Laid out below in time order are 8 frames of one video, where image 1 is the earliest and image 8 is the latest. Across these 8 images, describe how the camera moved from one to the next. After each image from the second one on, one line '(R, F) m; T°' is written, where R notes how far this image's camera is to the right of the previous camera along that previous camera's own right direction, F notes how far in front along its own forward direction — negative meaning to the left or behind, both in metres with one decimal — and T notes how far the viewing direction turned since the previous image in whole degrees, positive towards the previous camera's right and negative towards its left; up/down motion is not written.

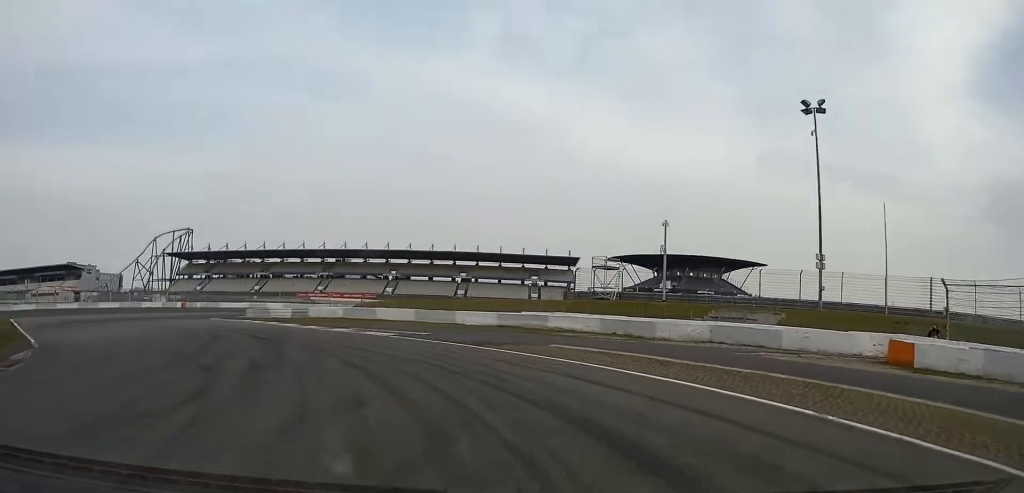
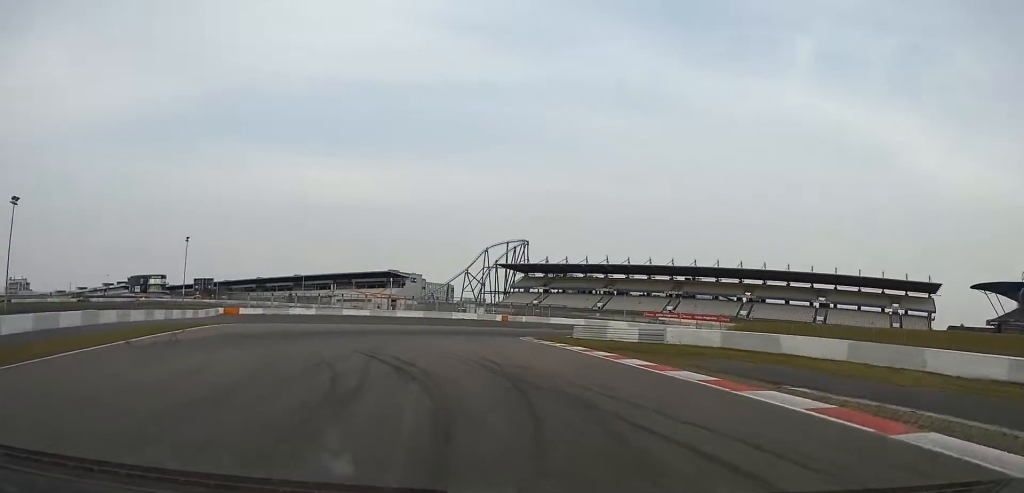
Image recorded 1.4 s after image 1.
(-6.9, +21.9) m; -29°
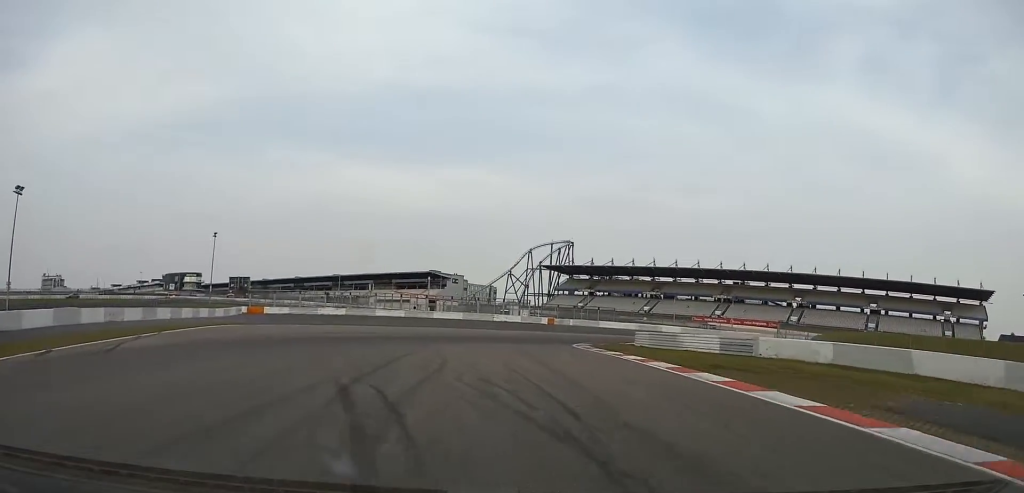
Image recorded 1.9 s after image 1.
(-0.5, +8.4) m; -3°
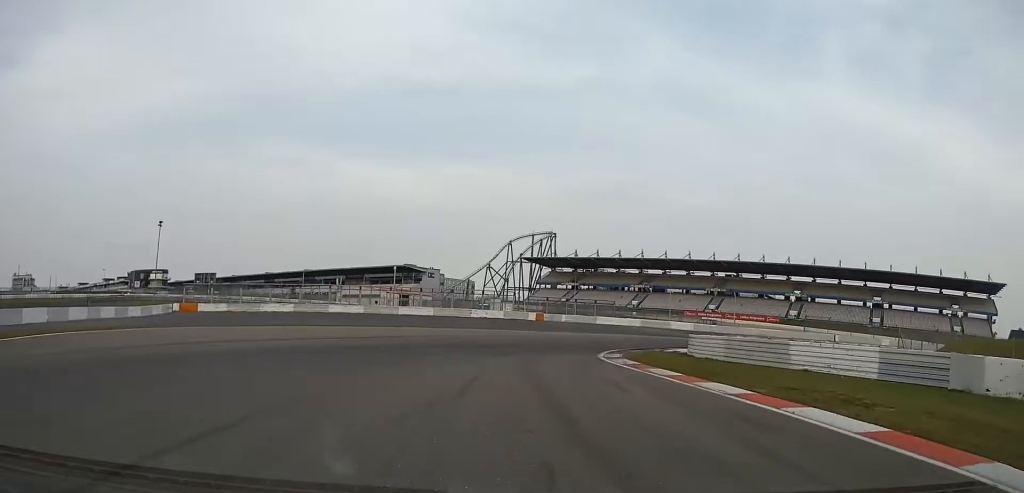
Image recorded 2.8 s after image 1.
(-0.6, +17.6) m; 0°
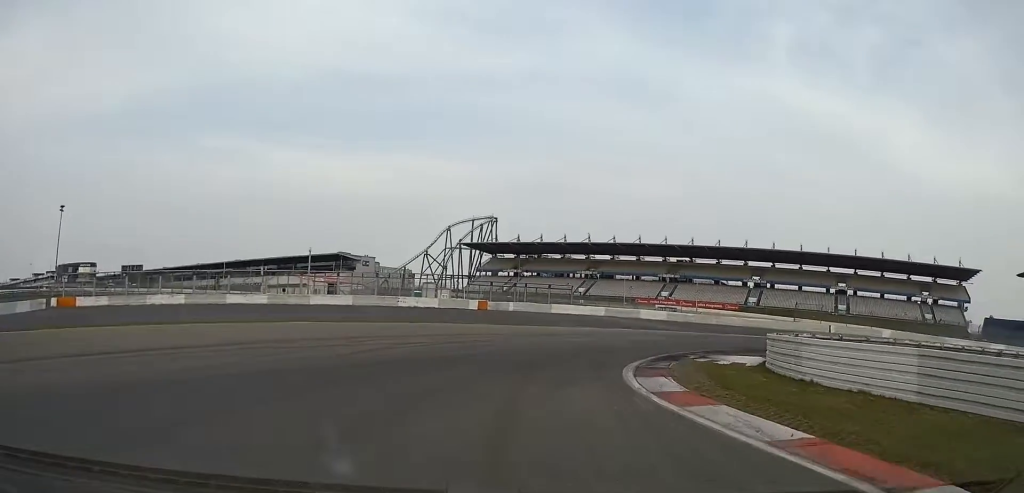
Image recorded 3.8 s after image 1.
(+0.5, +16.3) m; +6°
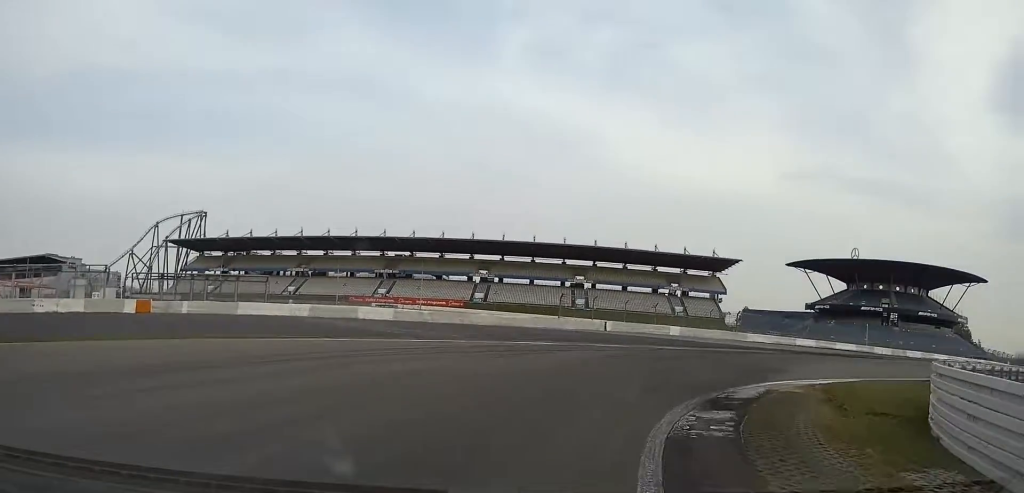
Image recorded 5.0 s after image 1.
(+2.8, +20.7) m; +24°
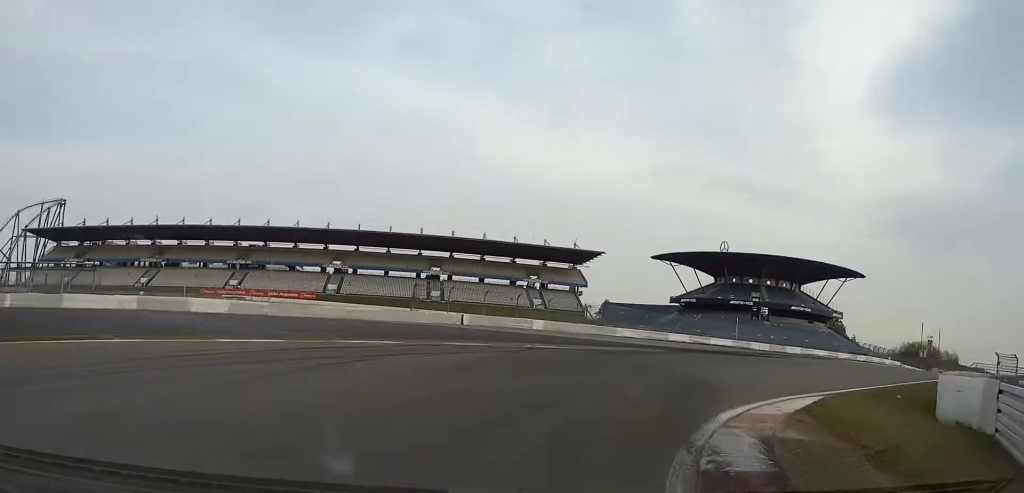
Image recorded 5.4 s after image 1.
(-0.5, +6.2) m; +12°
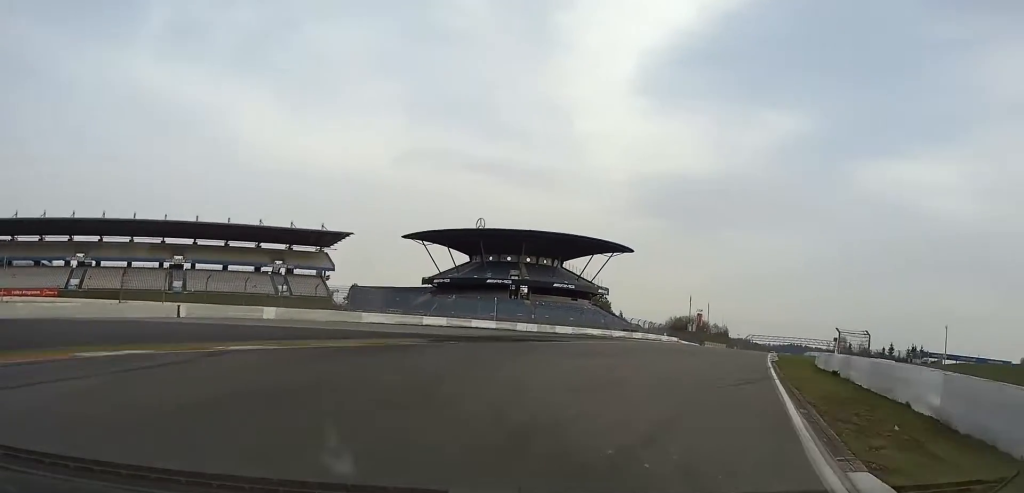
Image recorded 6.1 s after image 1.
(+3.1, +10.7) m; +21°
